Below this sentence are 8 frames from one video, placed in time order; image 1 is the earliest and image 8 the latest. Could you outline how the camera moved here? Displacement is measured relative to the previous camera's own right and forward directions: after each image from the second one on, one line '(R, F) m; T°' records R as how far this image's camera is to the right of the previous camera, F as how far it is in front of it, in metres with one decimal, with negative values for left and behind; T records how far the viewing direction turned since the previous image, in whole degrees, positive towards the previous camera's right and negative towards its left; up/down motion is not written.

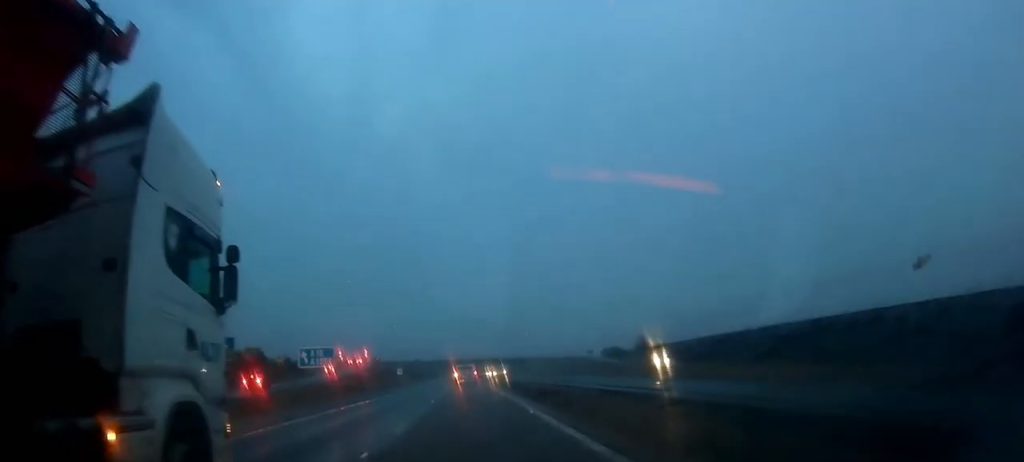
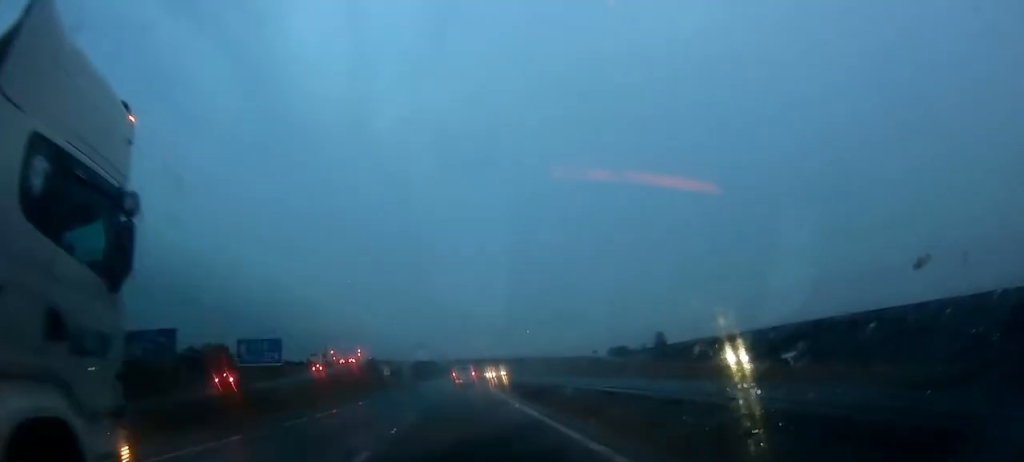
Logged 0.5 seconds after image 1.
(+0.1, +14.0) m; 0°
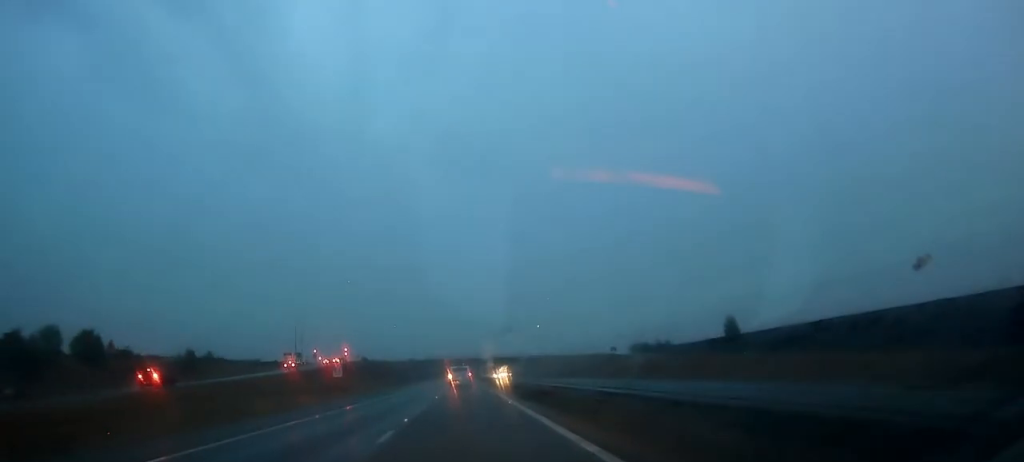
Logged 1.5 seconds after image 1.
(+0.6, +31.6) m; +1°
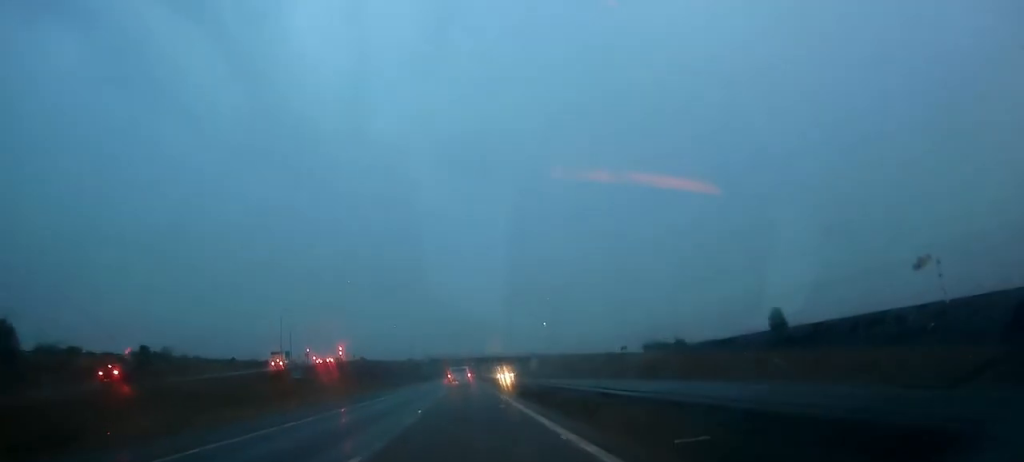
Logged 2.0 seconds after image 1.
(0.0, +13.6) m; 0°
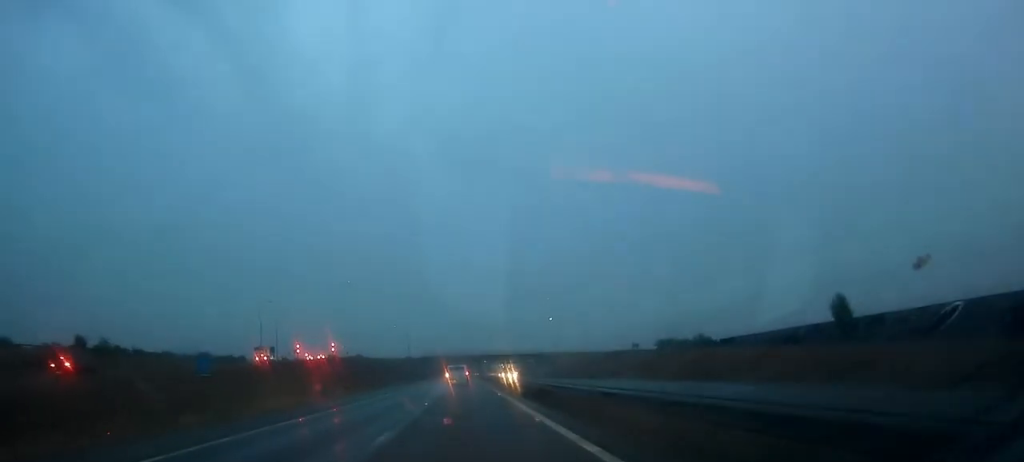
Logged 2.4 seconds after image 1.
(0.0, +13.5) m; 0°
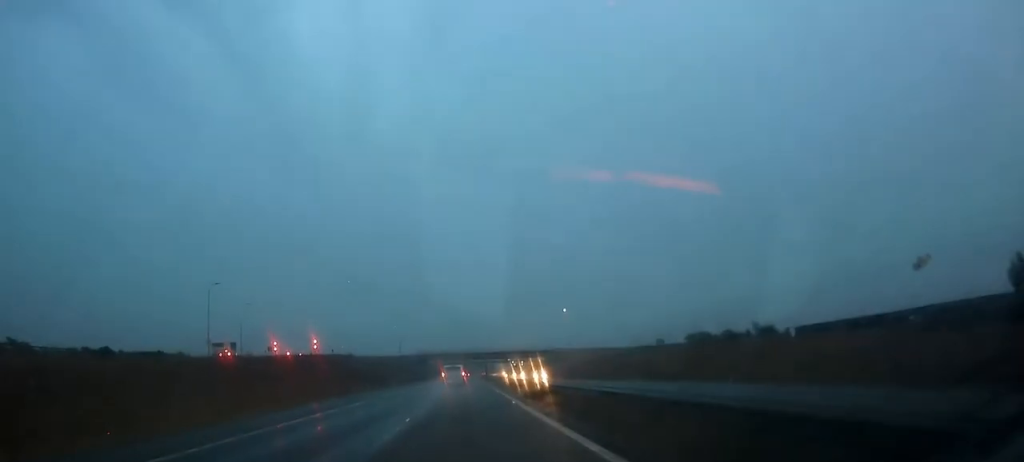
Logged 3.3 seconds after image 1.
(-0.2, +27.1) m; 0°
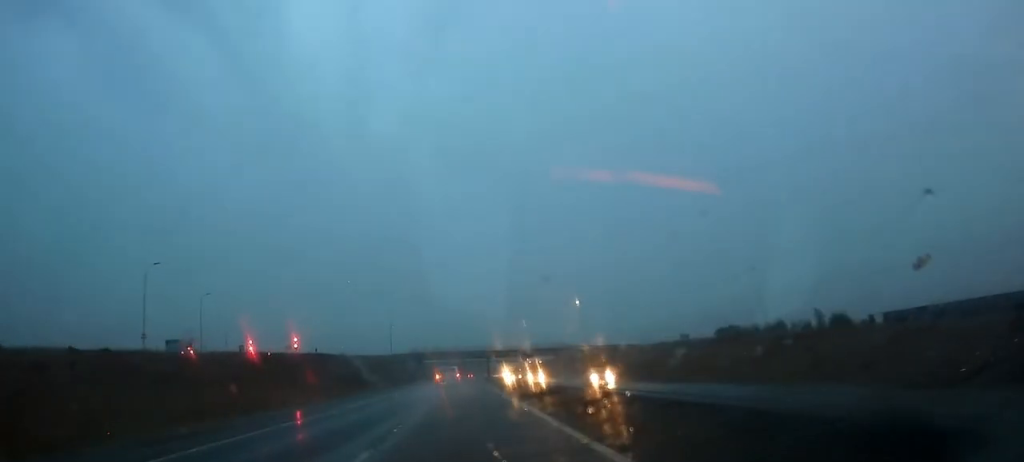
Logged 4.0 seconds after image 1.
(0.0, +21.0) m; 0°
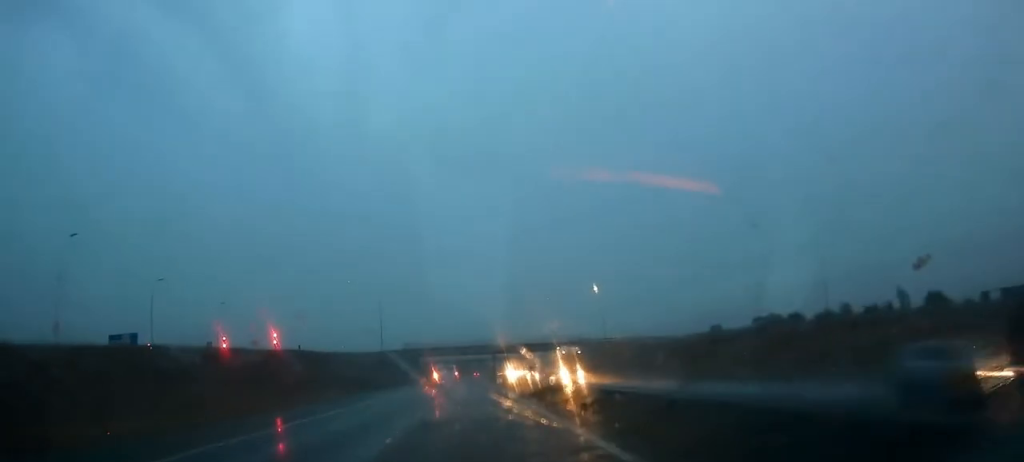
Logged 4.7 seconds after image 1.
(0.0, +20.0) m; 0°
